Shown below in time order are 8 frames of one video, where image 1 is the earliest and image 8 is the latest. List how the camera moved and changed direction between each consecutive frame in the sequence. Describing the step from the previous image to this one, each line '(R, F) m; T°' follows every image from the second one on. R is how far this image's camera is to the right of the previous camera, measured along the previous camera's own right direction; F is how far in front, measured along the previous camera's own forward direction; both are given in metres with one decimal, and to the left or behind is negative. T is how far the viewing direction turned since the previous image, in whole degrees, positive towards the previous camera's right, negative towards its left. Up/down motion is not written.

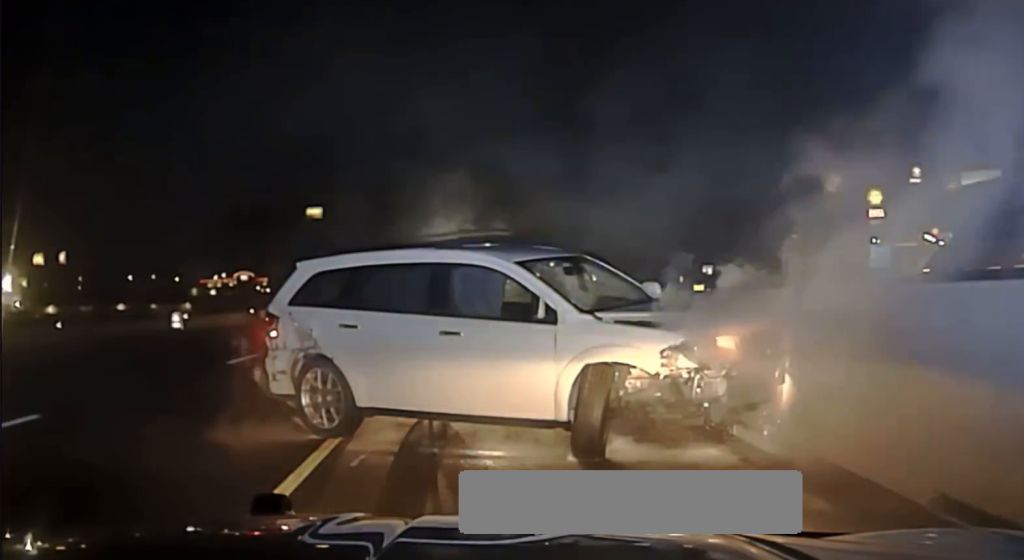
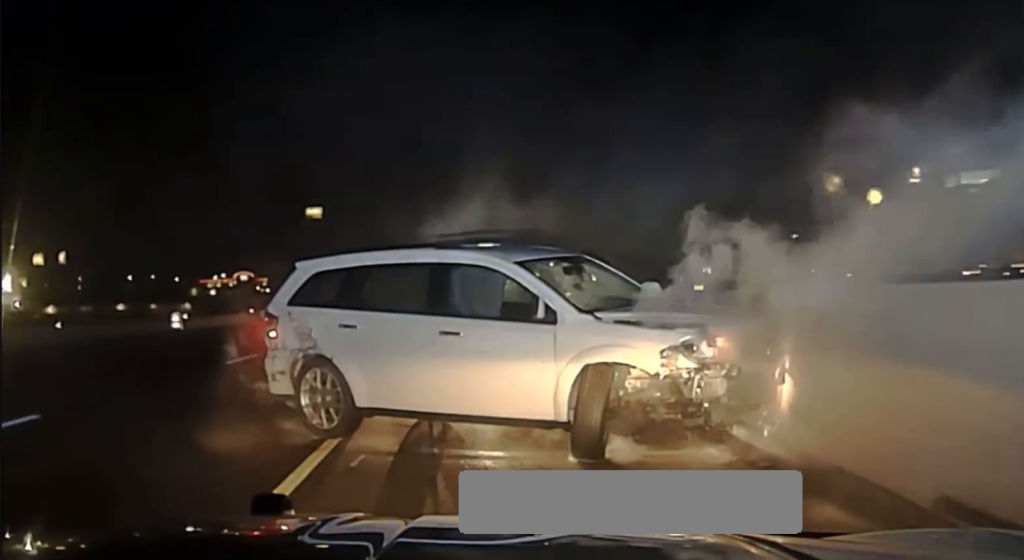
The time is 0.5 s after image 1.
(0.0, 0.0) m; 0°
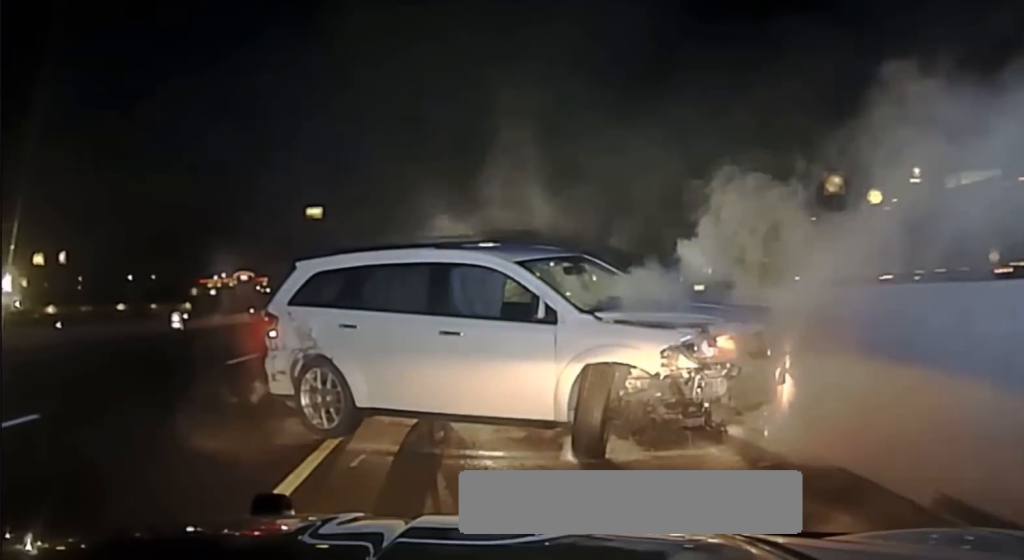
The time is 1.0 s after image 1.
(0.0, 0.0) m; 0°
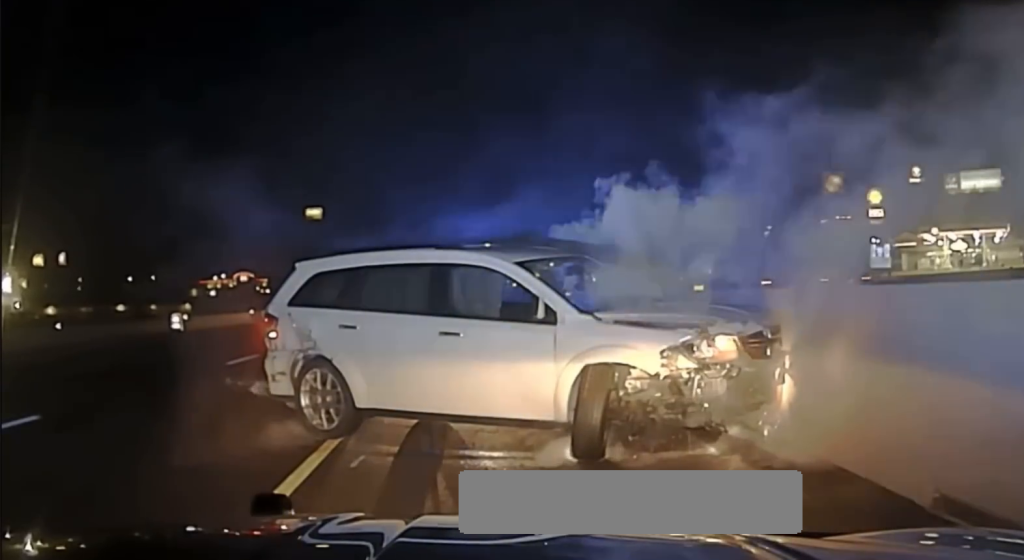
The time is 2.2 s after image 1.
(0.0, 0.0) m; 0°
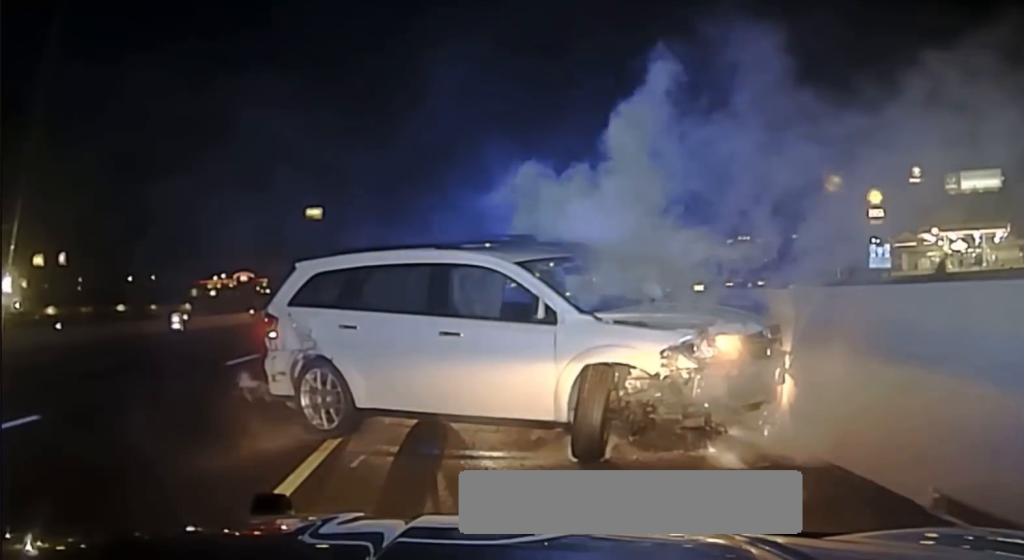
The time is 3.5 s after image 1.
(0.0, 0.0) m; 0°
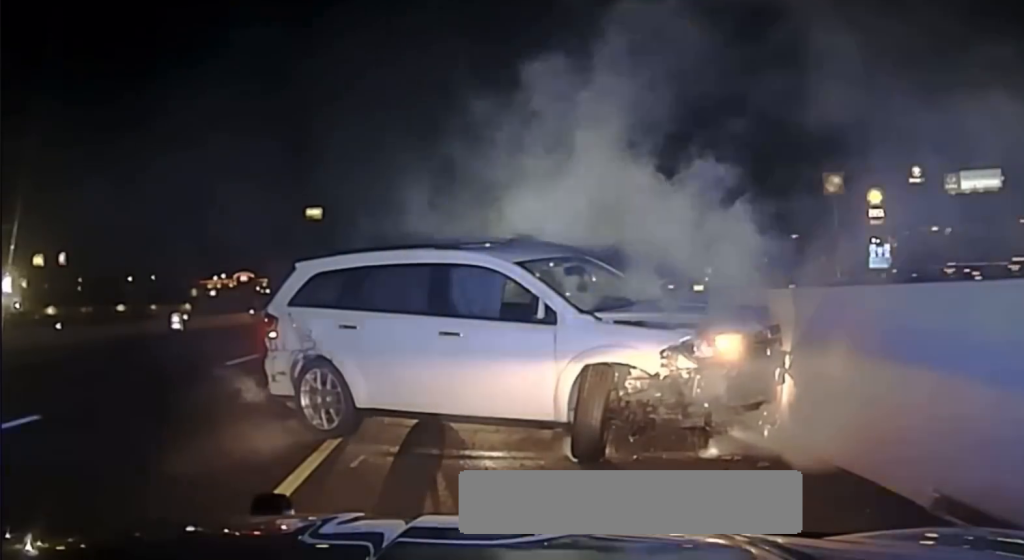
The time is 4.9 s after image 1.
(0.0, 0.0) m; 0°
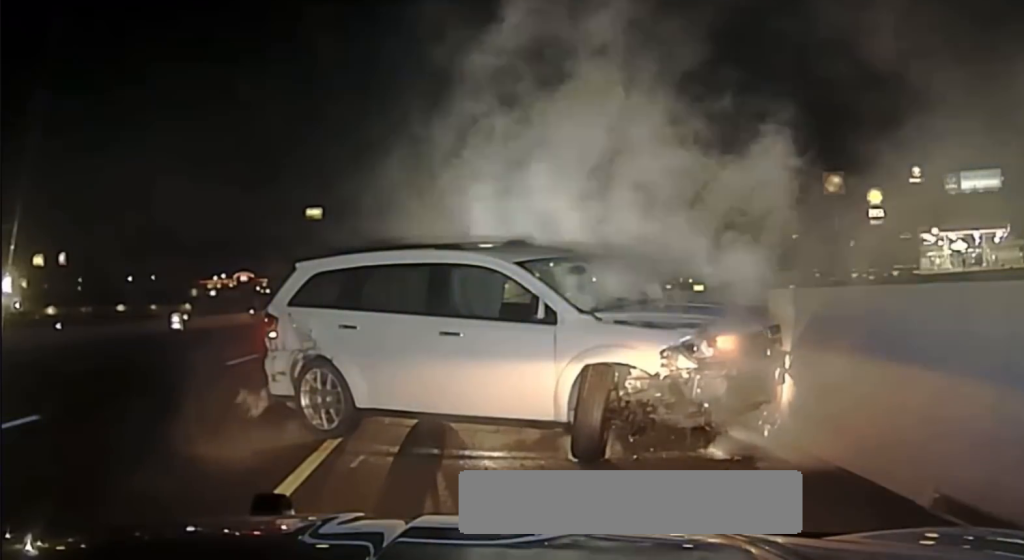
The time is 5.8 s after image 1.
(0.0, 0.0) m; 0°
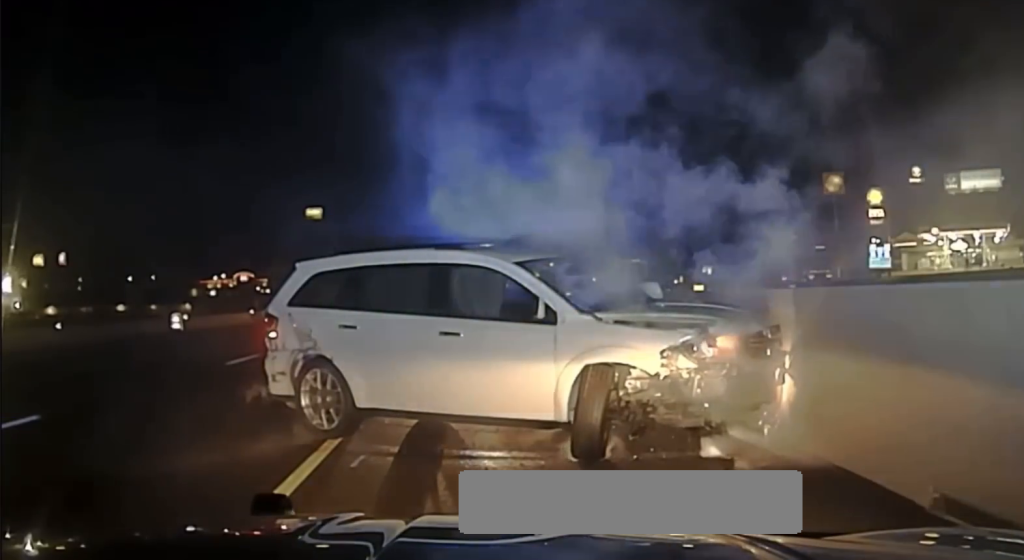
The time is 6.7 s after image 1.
(0.0, 0.0) m; 0°
